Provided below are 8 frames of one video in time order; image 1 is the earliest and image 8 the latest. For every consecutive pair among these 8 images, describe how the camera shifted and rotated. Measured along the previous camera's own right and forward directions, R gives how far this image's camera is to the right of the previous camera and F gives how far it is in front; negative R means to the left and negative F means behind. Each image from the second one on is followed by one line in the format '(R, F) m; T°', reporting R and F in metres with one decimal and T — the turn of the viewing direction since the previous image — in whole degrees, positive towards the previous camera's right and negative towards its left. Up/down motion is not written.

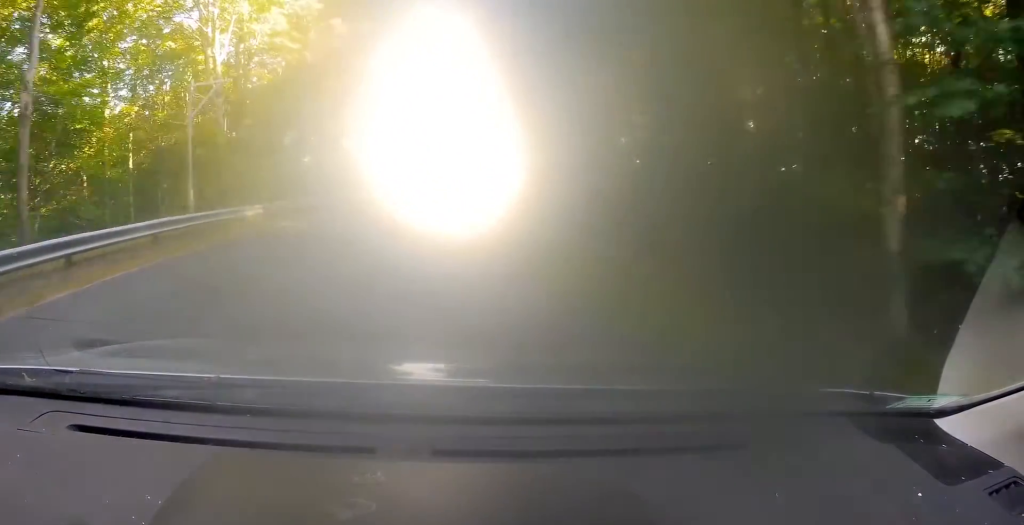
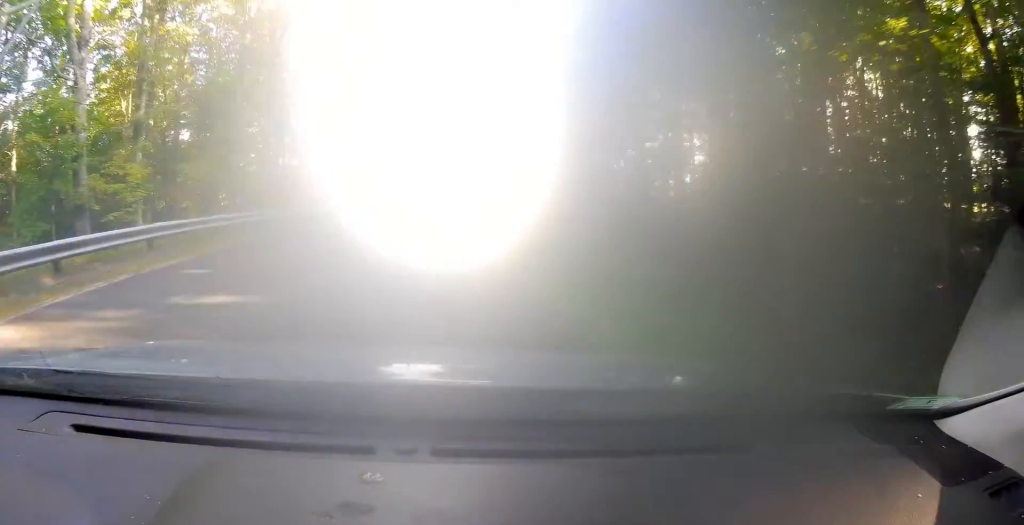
(+0.5, +15.9) m; +1°
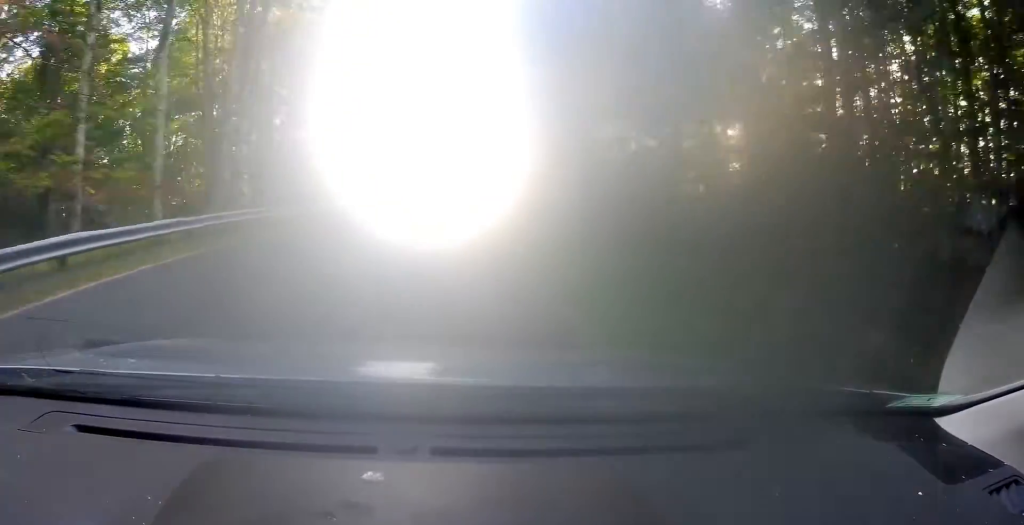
(-0.3, +14.2) m; +1°
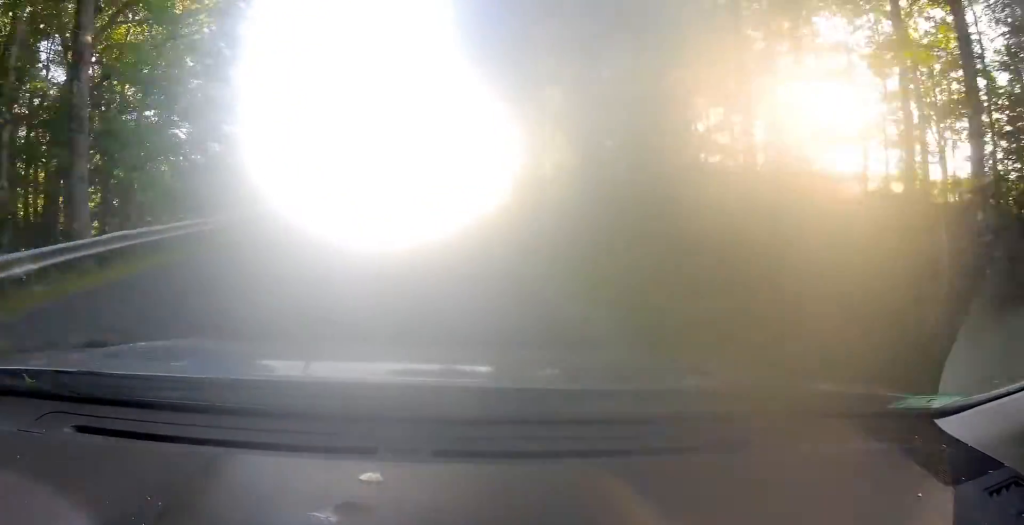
(+1.8, +31.4) m; +5°
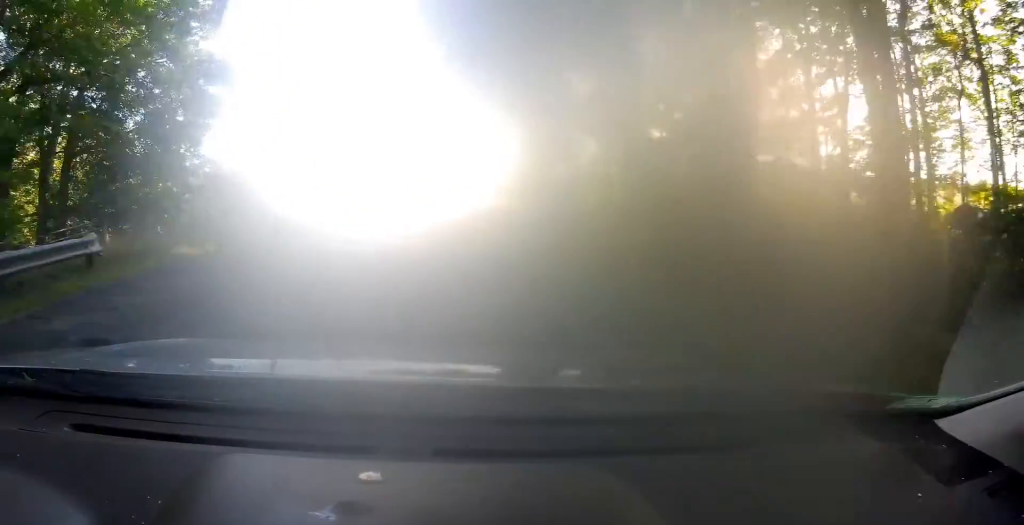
(0.0, +7.8) m; +1°
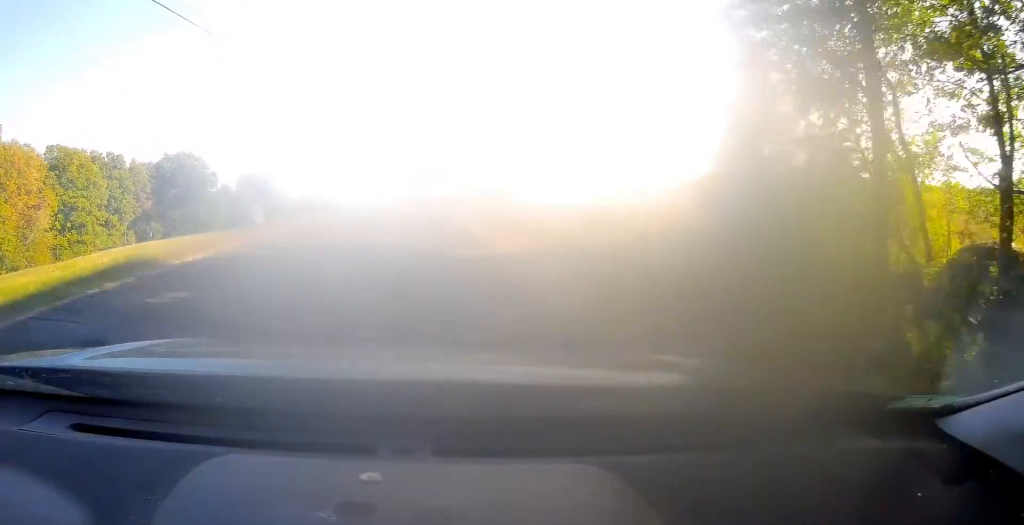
(+0.6, +27.7) m; +3°
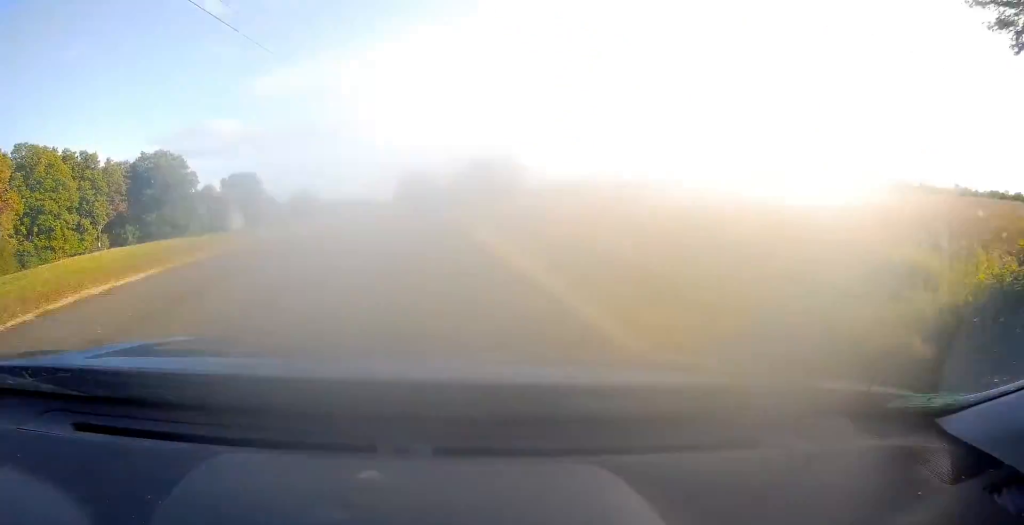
(0.0, +9.2) m; +1°
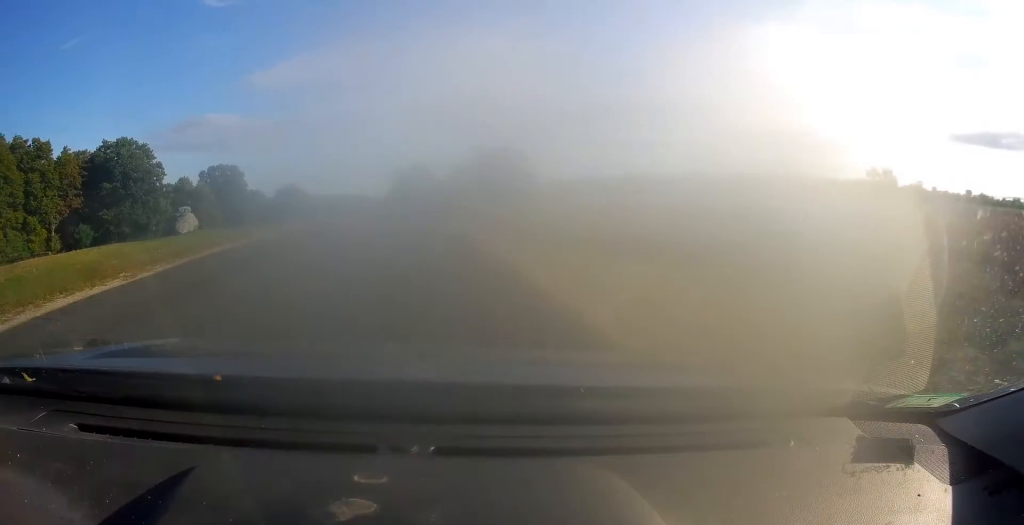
(+0.5, +18.4) m; +2°
